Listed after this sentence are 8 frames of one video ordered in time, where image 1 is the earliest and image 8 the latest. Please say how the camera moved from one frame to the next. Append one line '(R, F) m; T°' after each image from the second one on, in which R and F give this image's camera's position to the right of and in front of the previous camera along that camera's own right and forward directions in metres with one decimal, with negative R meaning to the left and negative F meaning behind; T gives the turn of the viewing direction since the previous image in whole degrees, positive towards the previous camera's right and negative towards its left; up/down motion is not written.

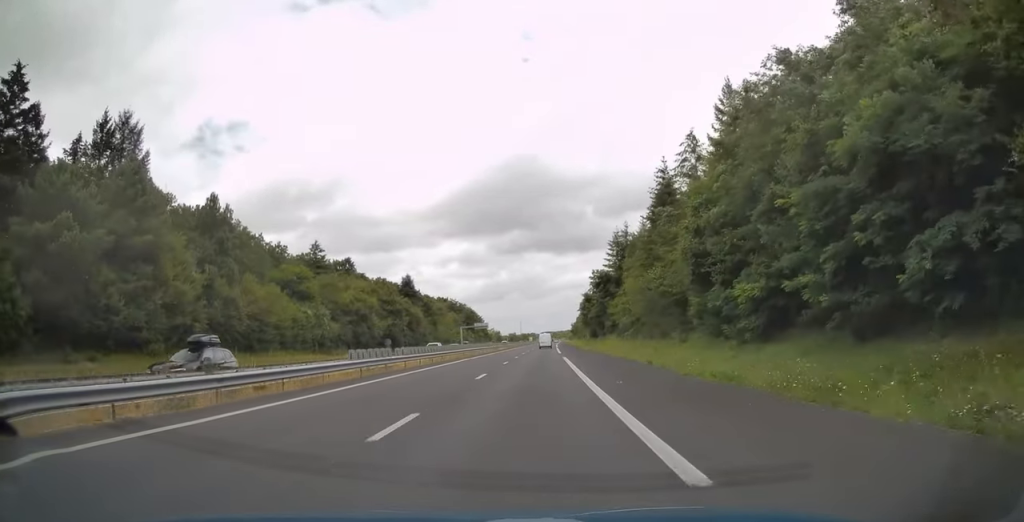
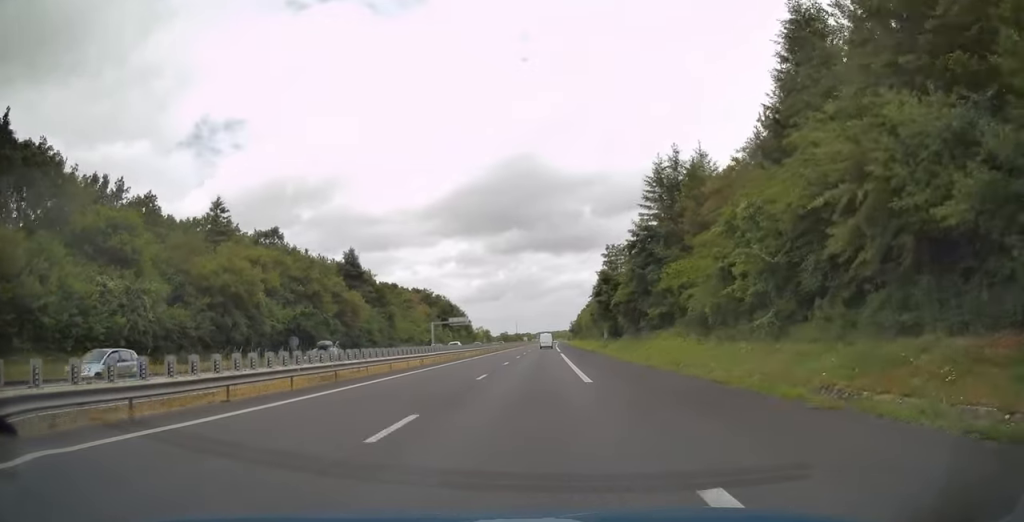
(+0.2, +39.3) m; 0°
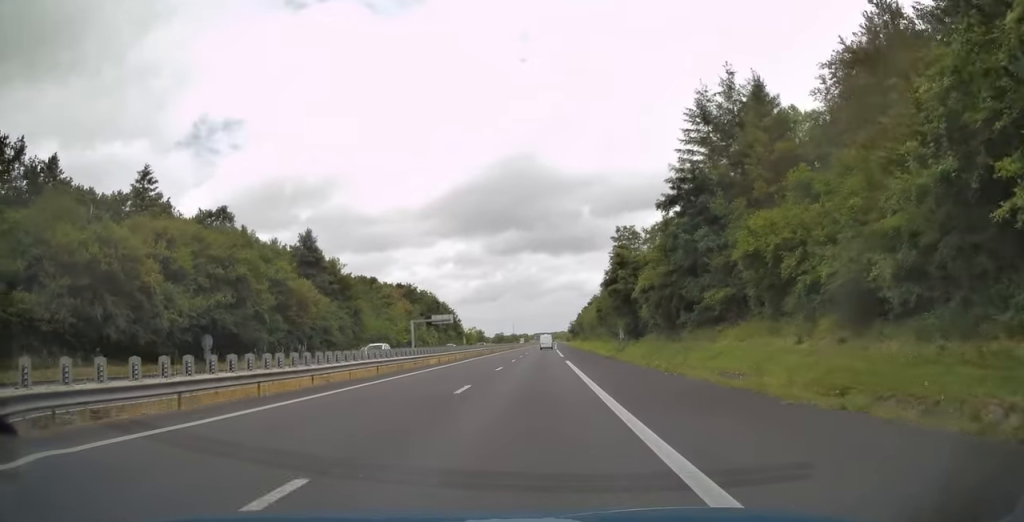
(0.0, +18.3) m; 0°
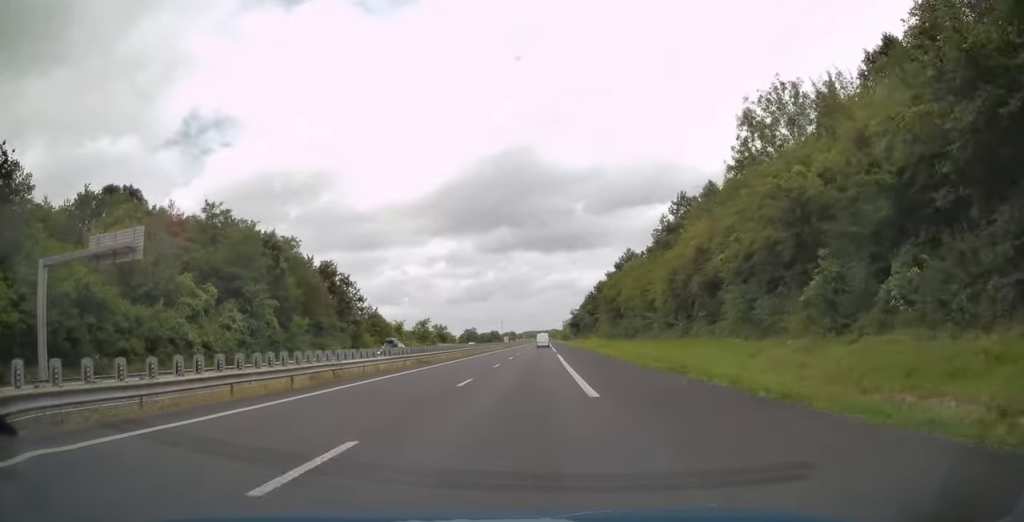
(+0.9, +88.9) m; +1°
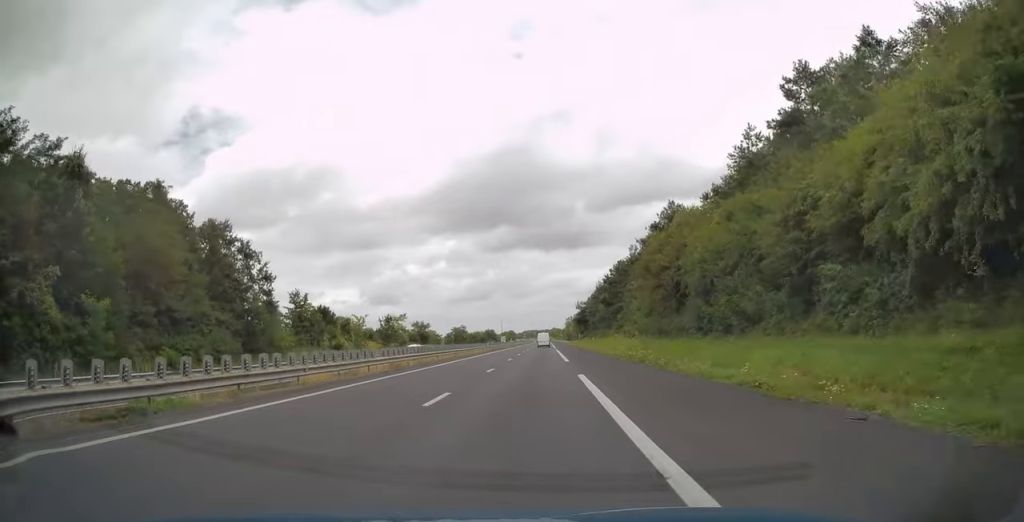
(+0.1, +31.7) m; 0°
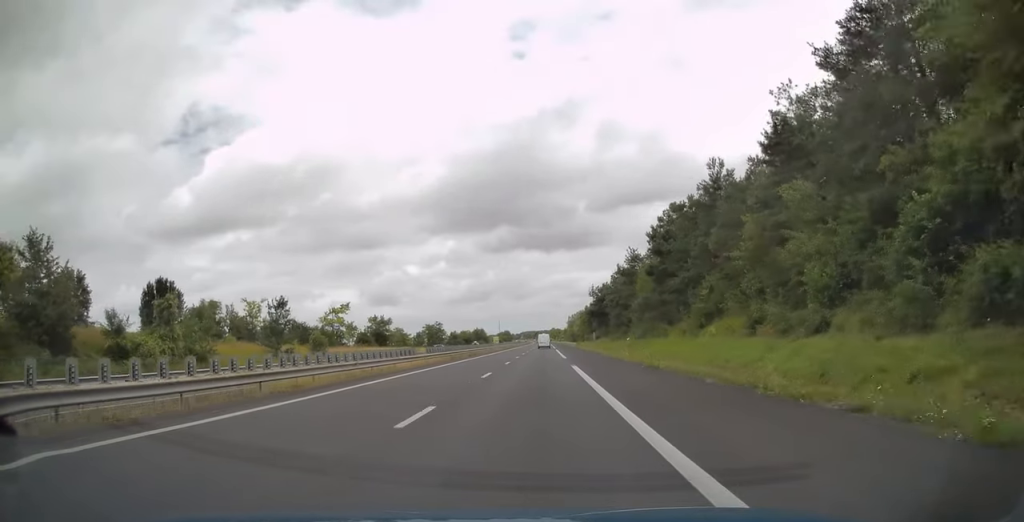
(0.0, +43.1) m; 0°
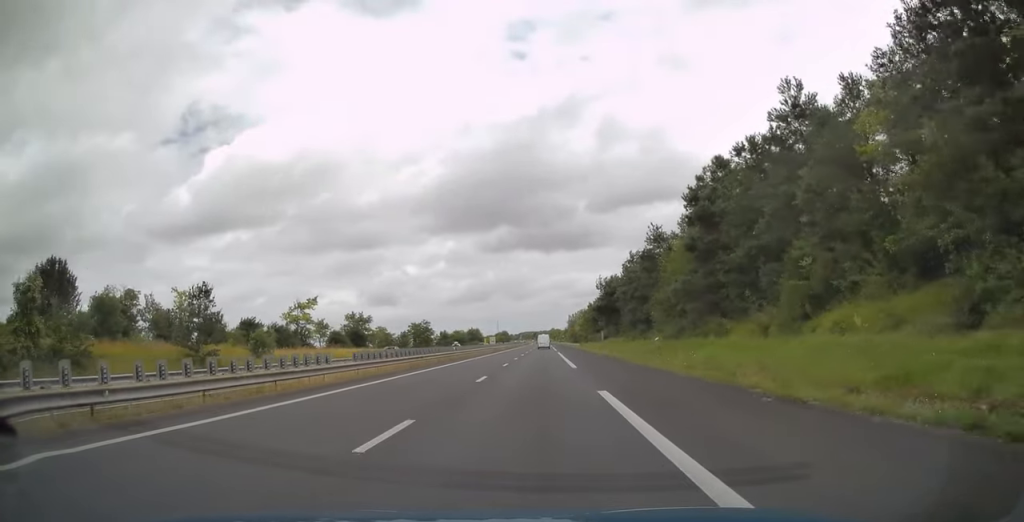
(0.0, +15.1) m; 0°
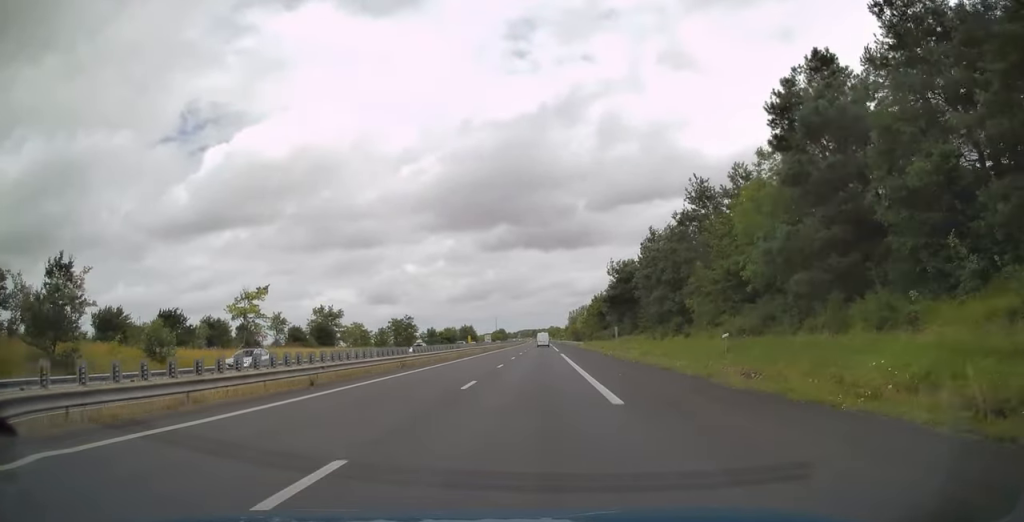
(0.0, +16.7) m; 0°
